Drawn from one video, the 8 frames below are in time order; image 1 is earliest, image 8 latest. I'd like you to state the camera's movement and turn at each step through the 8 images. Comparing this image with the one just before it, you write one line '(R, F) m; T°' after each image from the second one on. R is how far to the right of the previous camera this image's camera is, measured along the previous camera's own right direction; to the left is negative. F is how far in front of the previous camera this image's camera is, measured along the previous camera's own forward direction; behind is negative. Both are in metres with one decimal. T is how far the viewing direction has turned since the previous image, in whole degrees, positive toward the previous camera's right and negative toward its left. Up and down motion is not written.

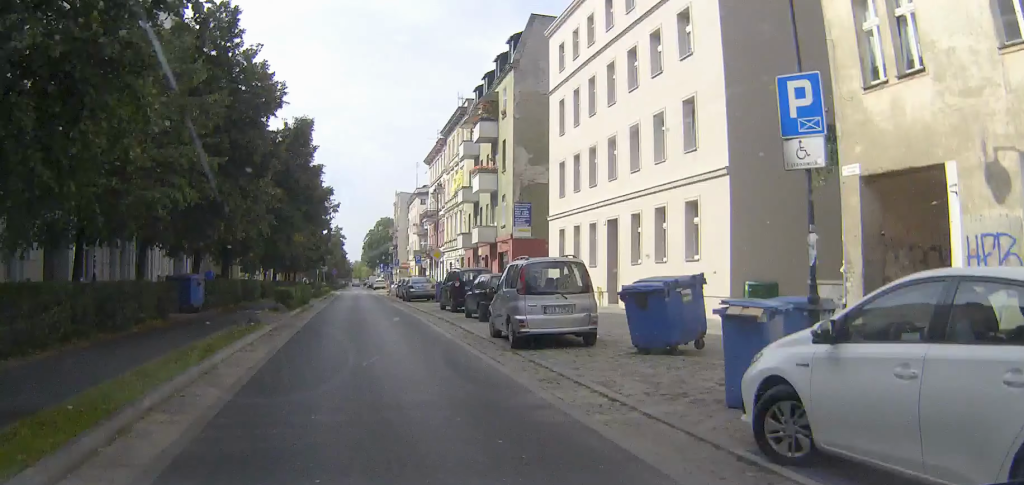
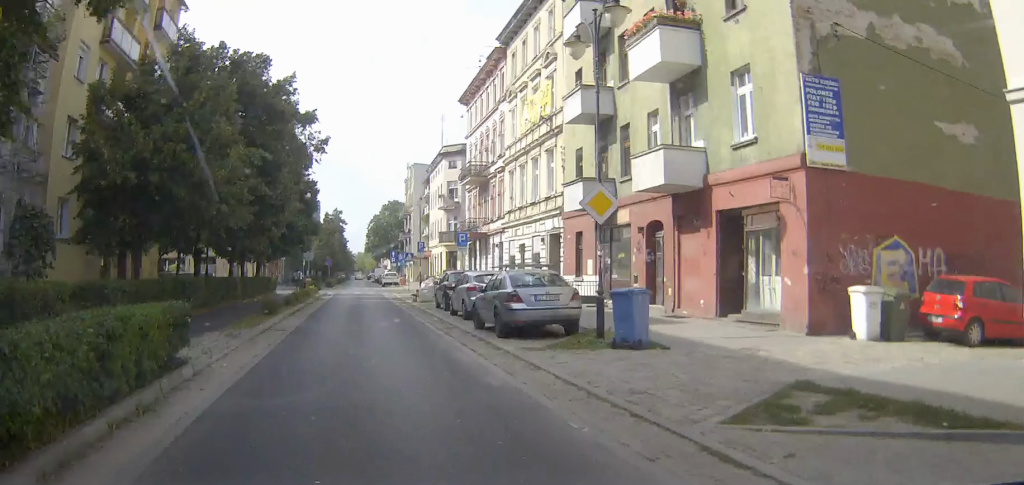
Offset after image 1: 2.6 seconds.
(-0.1, +29.0) m; -2°
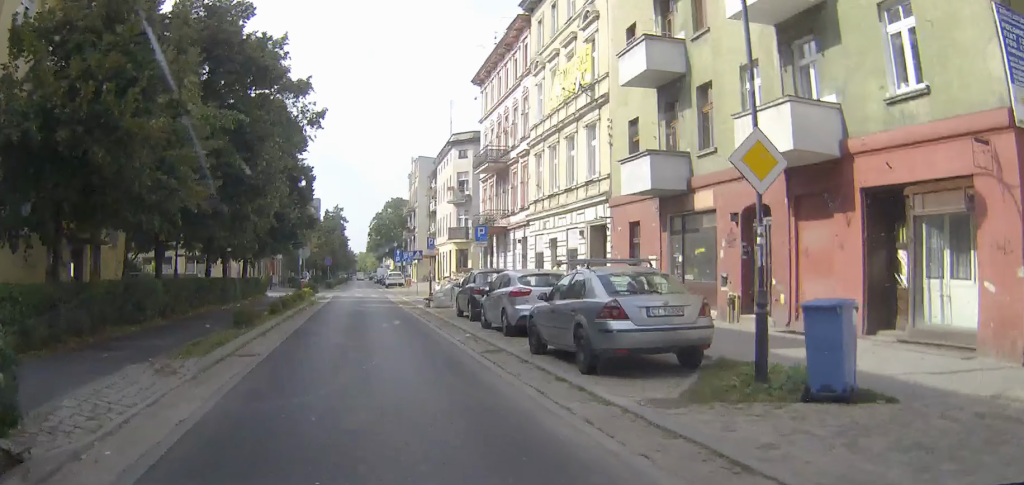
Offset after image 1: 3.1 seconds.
(-0.2, +6.2) m; -1°
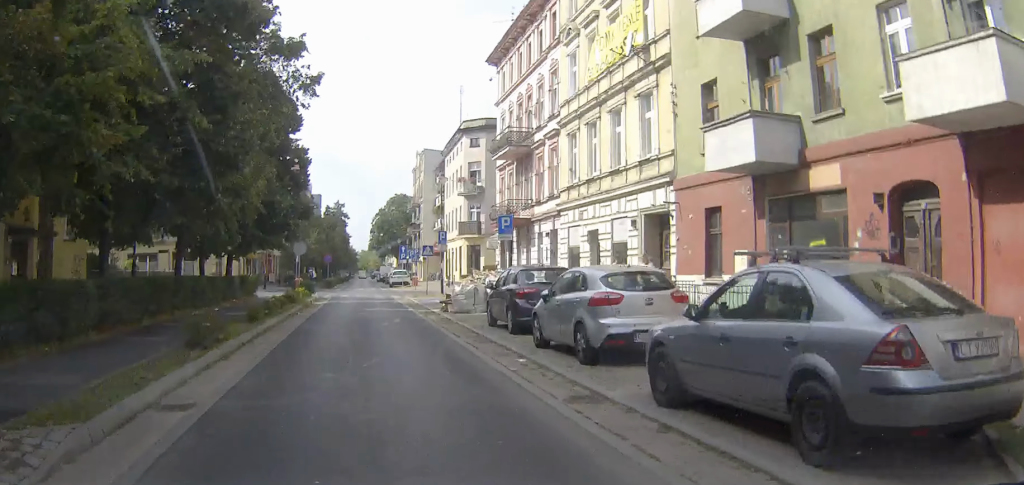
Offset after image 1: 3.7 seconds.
(0.0, +5.7) m; -1°
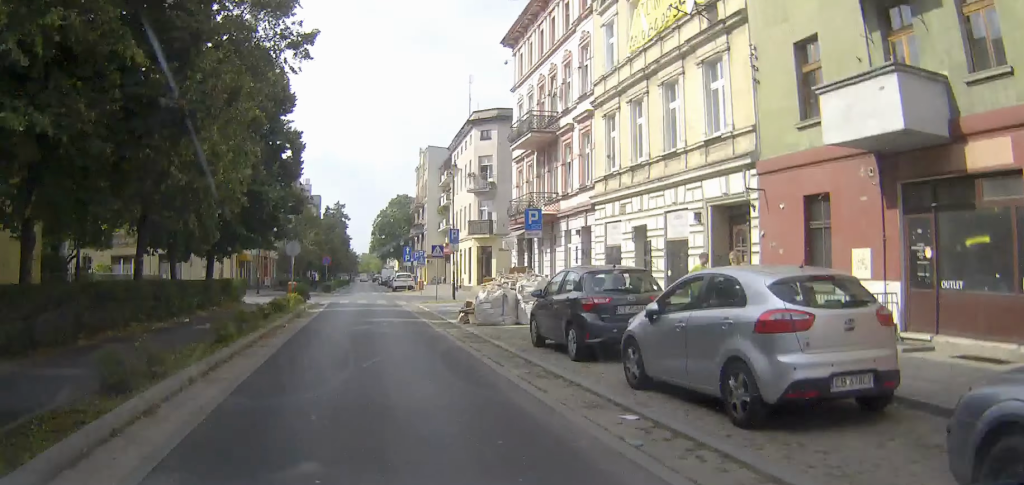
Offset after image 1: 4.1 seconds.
(+0.1, +4.9) m; -1°
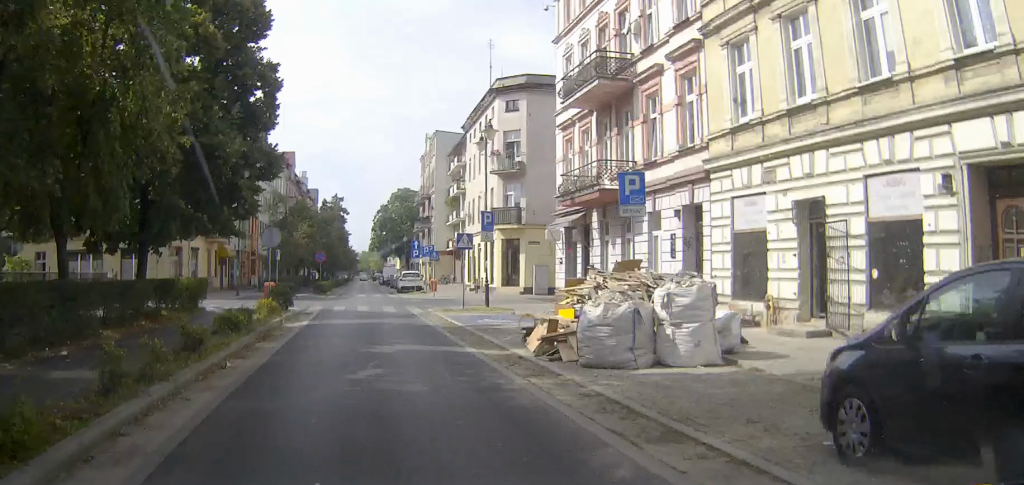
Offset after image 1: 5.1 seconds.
(-0.3, +9.8) m; -2°
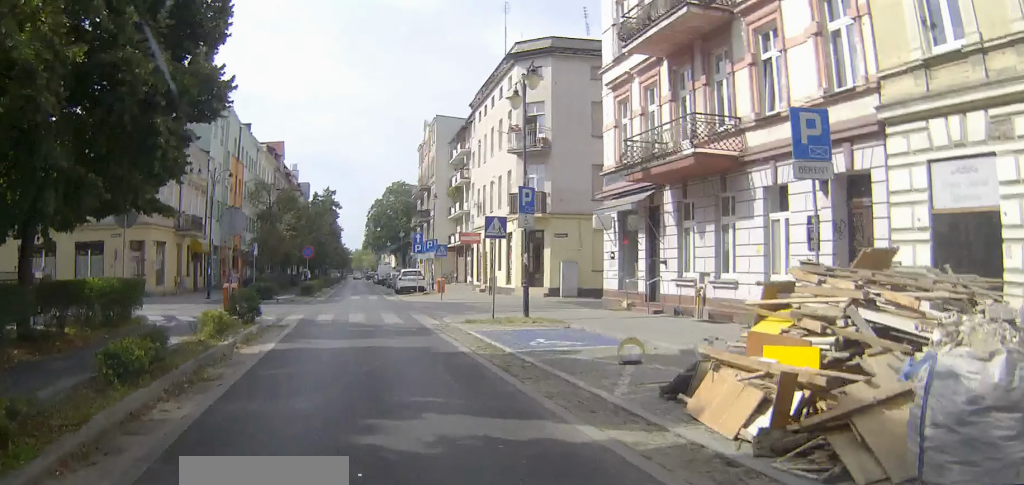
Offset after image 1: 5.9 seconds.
(0.0, +7.7) m; 0°
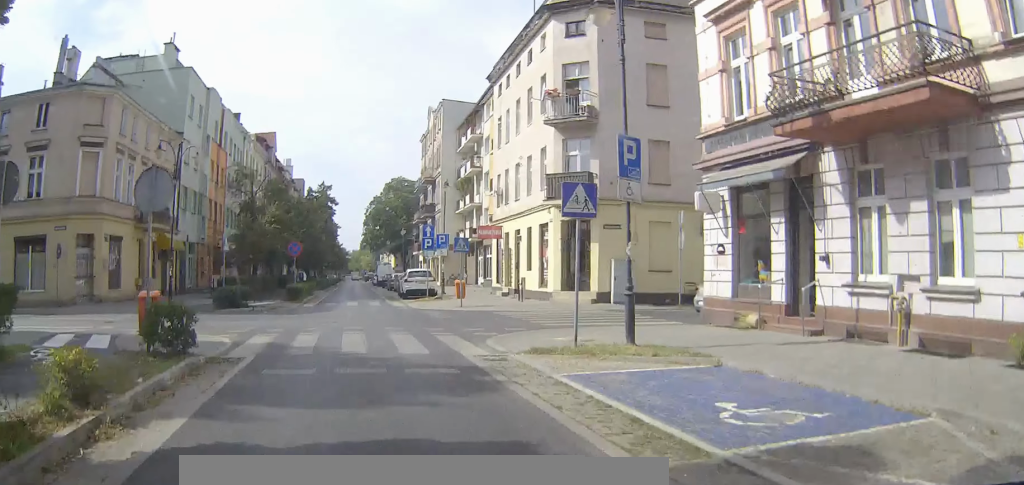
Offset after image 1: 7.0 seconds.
(+0.1, +8.9) m; +1°
